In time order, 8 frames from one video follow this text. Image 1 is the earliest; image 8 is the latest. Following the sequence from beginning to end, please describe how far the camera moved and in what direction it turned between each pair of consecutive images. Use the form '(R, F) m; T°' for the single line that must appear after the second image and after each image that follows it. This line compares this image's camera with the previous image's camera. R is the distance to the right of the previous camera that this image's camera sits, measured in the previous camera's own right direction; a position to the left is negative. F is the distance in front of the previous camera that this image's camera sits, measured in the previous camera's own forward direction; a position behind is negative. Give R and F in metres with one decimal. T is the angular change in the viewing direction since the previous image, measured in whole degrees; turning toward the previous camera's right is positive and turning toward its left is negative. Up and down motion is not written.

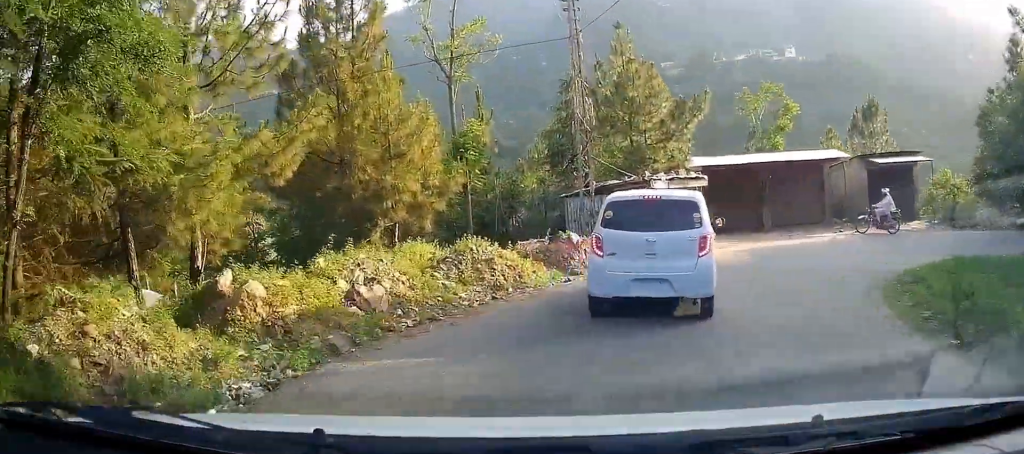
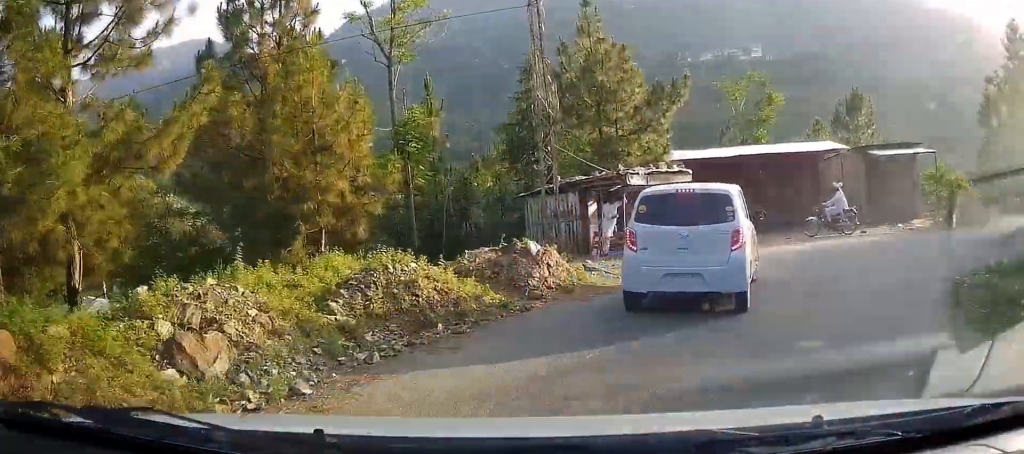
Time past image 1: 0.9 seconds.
(0.0, +3.8) m; +5°
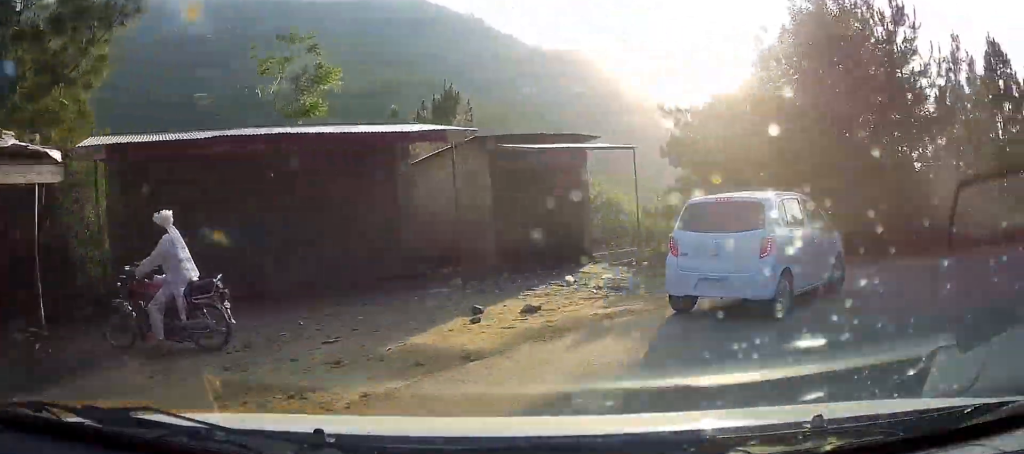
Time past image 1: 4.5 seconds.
(+3.6, +12.4) m; +45°
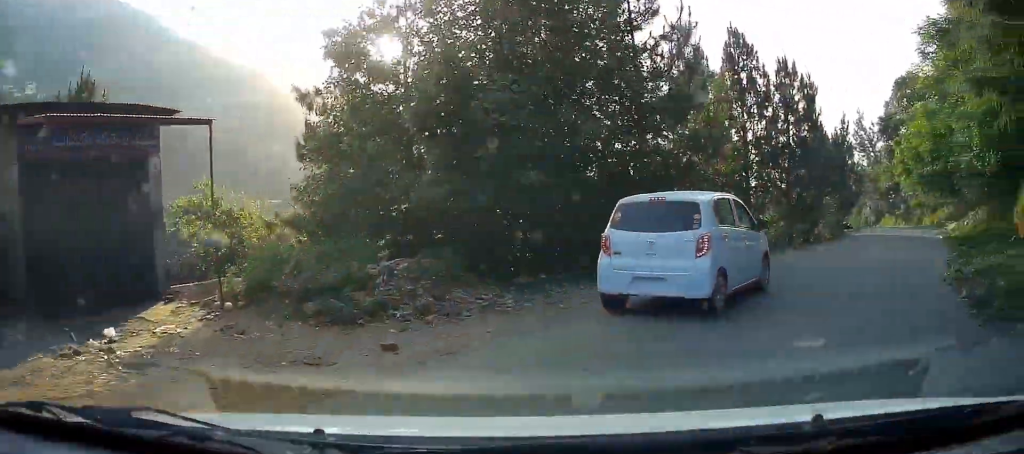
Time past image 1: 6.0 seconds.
(+0.4, +5.3) m; +29°
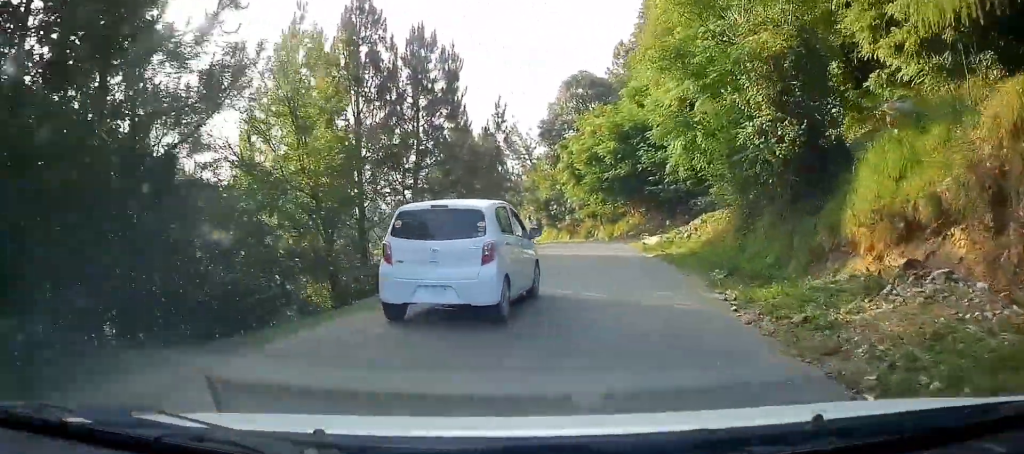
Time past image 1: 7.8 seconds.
(+2.7, +7.0) m; +36°
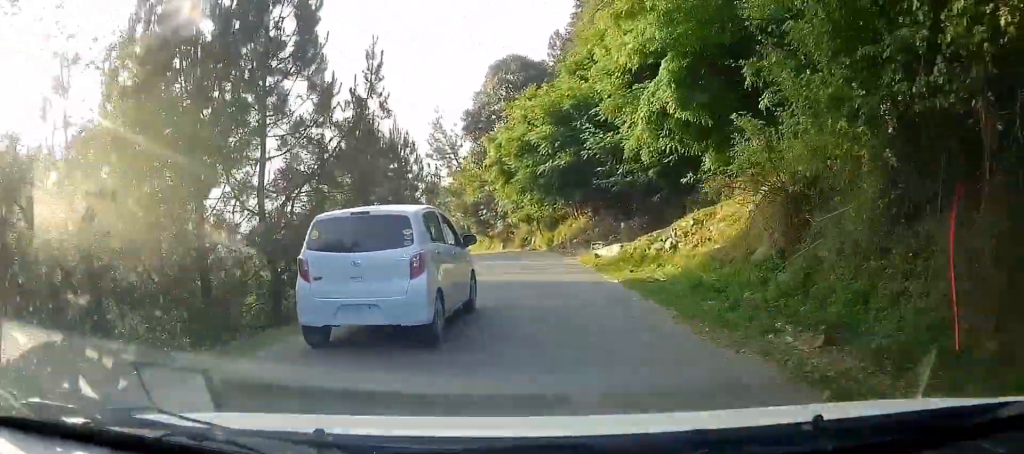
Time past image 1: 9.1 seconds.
(+1.5, +6.1) m; +10°
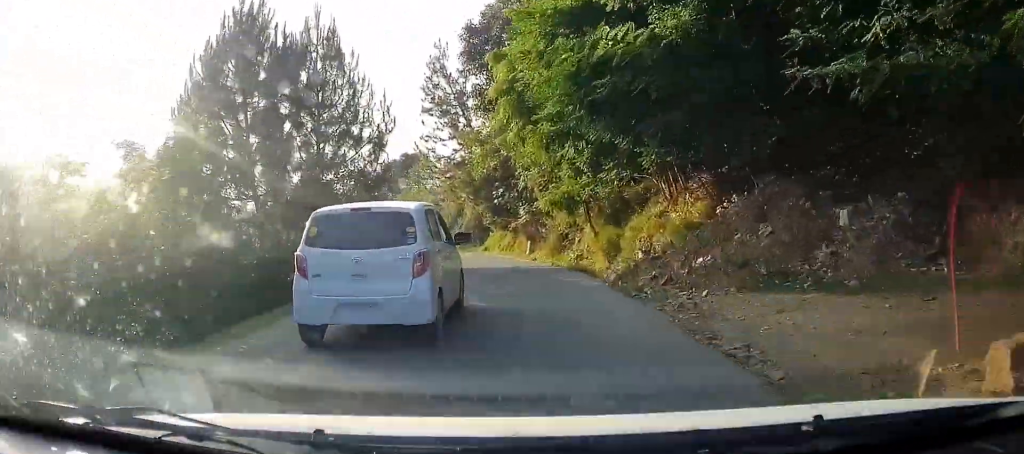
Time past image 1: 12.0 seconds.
(+1.3, +17.0) m; +1°
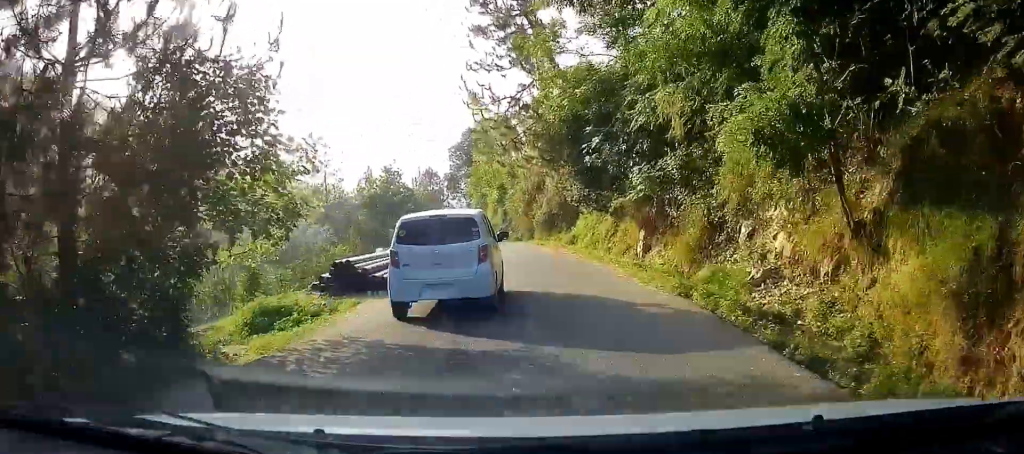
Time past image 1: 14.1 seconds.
(-0.9, +15.8) m; -10°
